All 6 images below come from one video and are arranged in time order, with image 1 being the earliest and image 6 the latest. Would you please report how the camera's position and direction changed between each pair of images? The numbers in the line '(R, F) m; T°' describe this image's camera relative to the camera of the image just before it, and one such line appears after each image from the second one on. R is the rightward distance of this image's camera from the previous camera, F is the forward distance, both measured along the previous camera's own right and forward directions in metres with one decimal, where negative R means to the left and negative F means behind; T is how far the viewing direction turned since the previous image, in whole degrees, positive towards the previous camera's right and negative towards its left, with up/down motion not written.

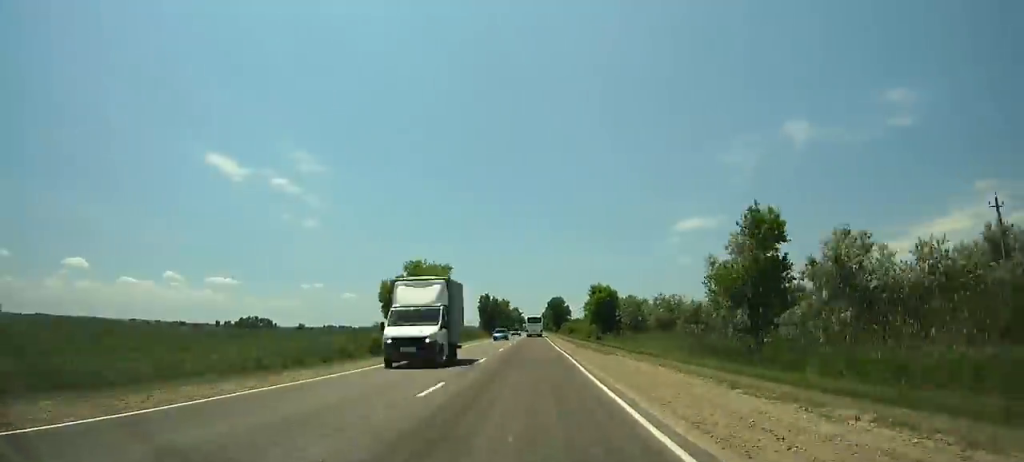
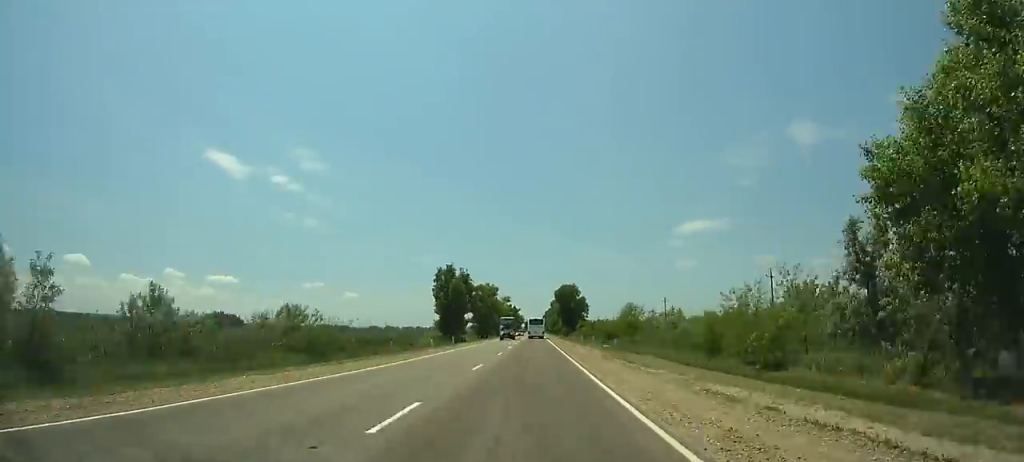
(0.0, +88.0) m; 0°
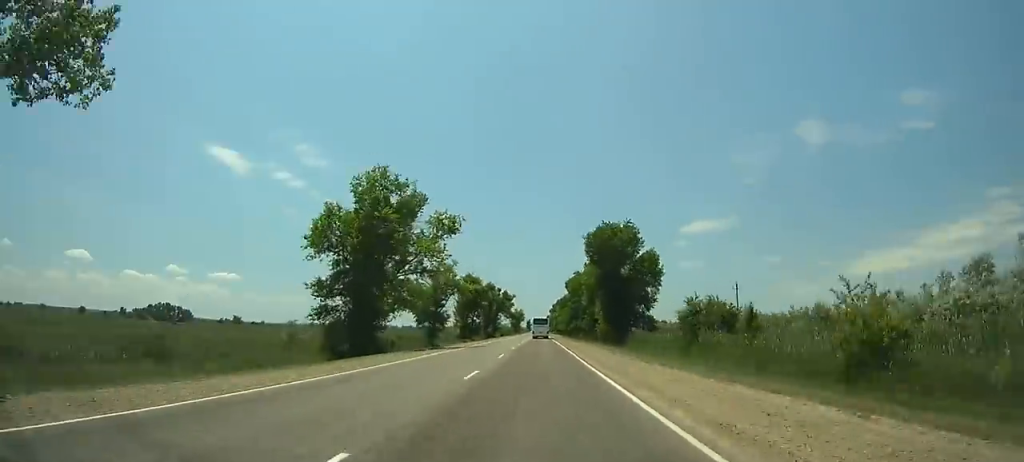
(-0.1, +112.6) m; 0°
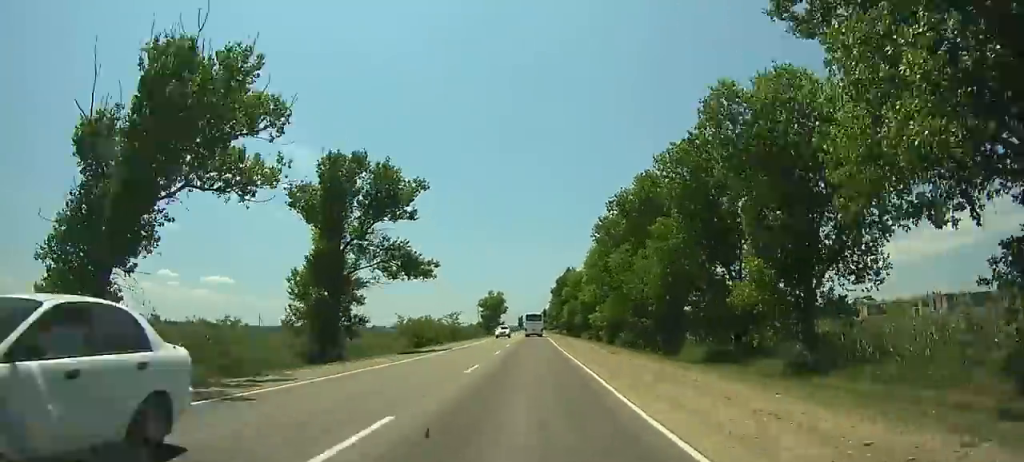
(+0.4, +141.4) m; +1°
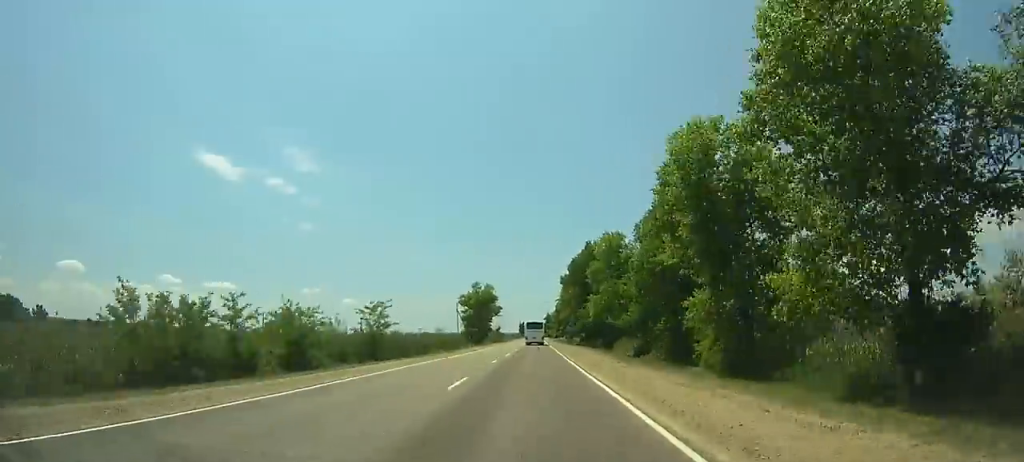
(0.0, +51.7) m; 0°
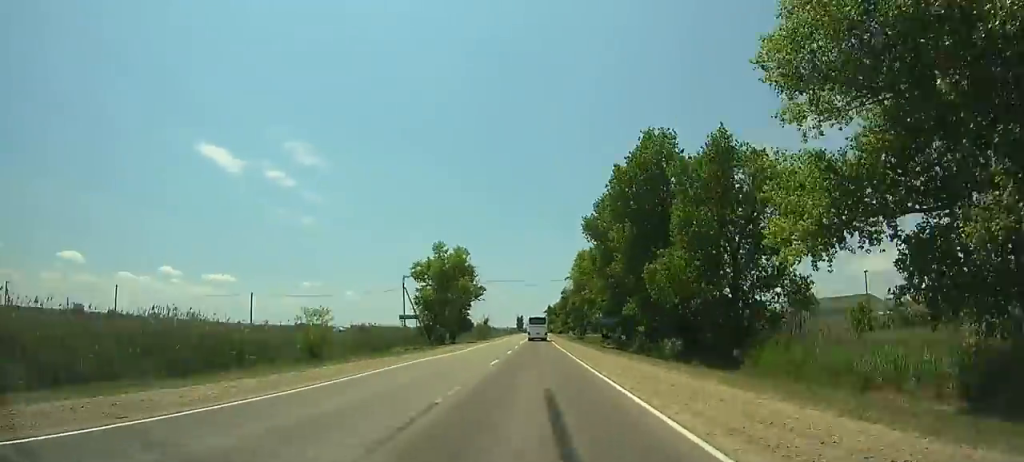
(0.0, +51.4) m; 0°
